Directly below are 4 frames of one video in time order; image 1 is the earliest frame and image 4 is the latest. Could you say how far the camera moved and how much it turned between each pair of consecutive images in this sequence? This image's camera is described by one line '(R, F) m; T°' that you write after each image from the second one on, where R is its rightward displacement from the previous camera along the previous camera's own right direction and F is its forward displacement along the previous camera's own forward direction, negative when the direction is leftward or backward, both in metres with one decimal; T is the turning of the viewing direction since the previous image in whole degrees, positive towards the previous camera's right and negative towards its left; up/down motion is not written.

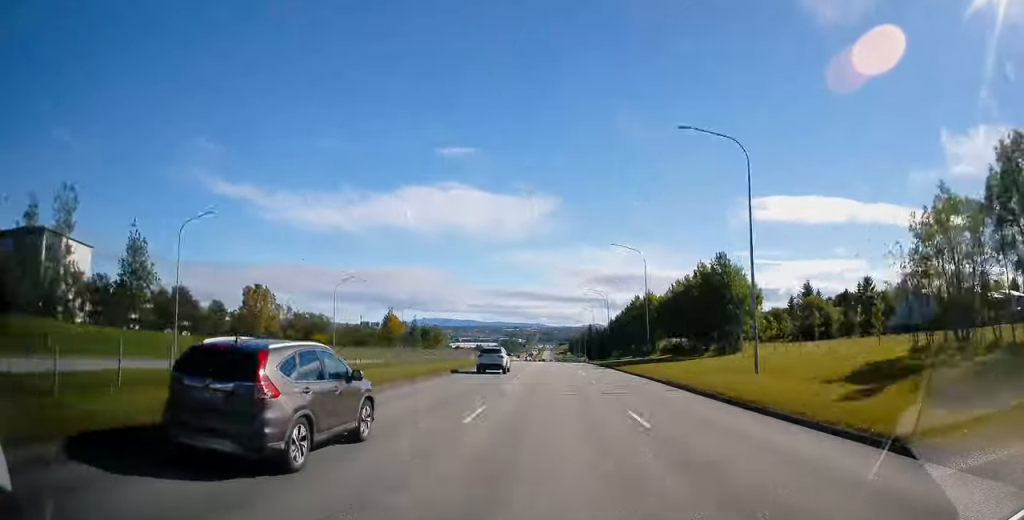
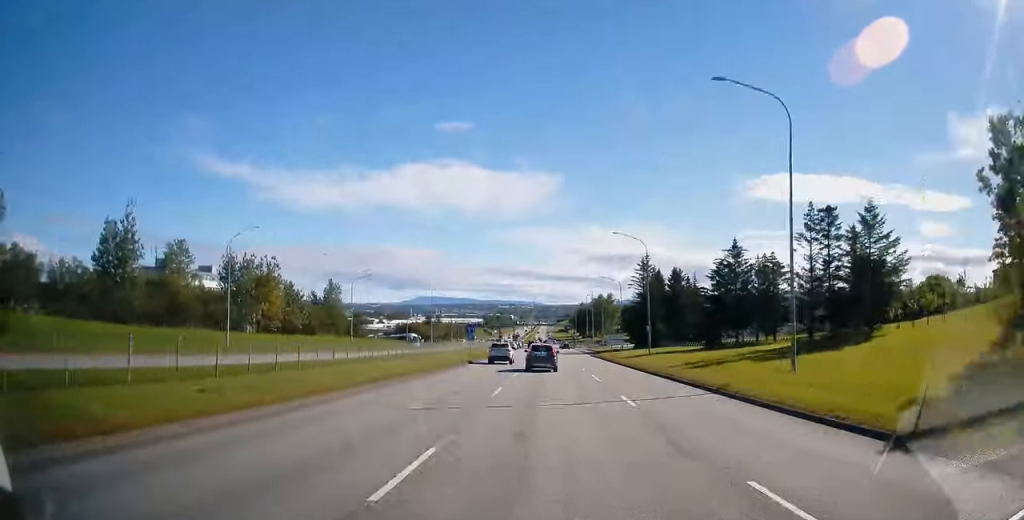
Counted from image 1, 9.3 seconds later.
(-0.4, +142.1) m; 0°
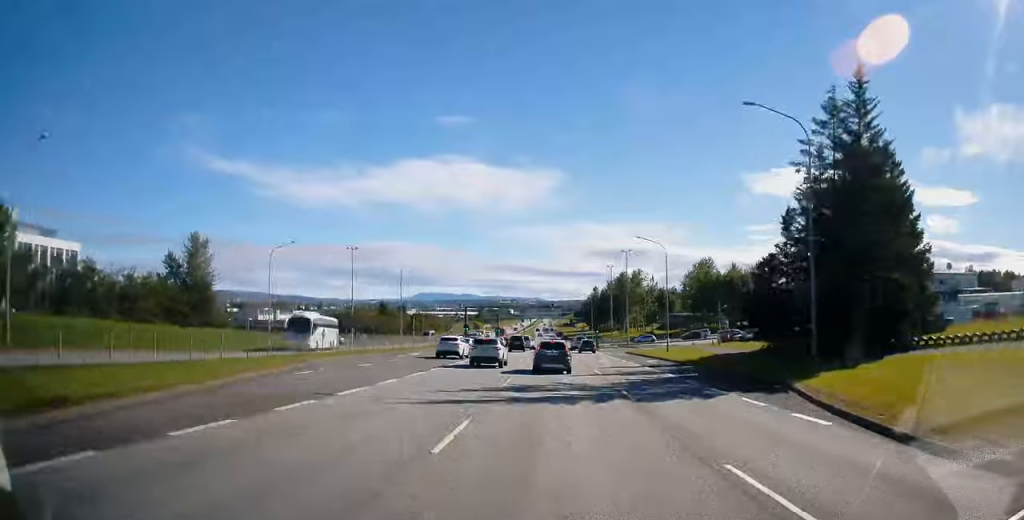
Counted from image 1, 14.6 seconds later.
(+0.2, +64.6) m; +1°
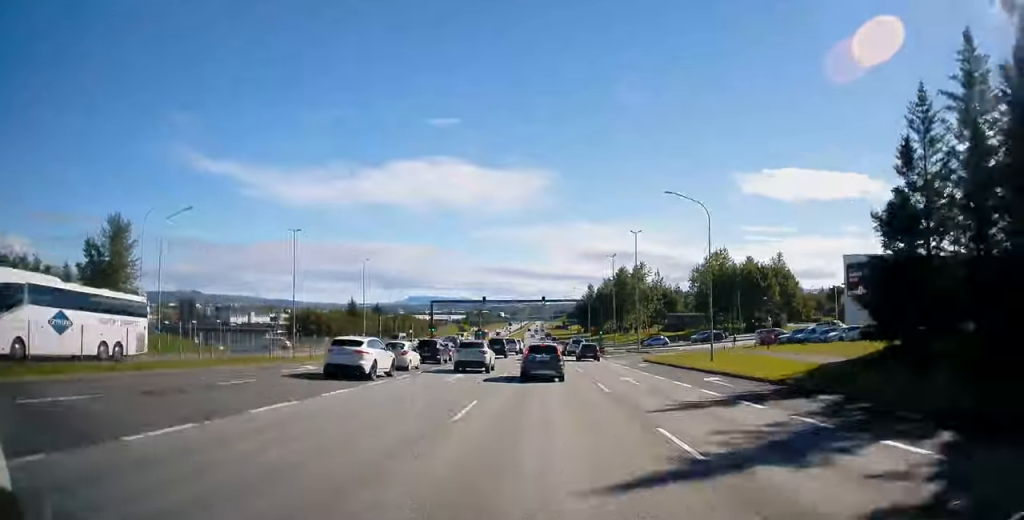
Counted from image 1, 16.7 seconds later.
(+0.4, +23.6) m; 0°
